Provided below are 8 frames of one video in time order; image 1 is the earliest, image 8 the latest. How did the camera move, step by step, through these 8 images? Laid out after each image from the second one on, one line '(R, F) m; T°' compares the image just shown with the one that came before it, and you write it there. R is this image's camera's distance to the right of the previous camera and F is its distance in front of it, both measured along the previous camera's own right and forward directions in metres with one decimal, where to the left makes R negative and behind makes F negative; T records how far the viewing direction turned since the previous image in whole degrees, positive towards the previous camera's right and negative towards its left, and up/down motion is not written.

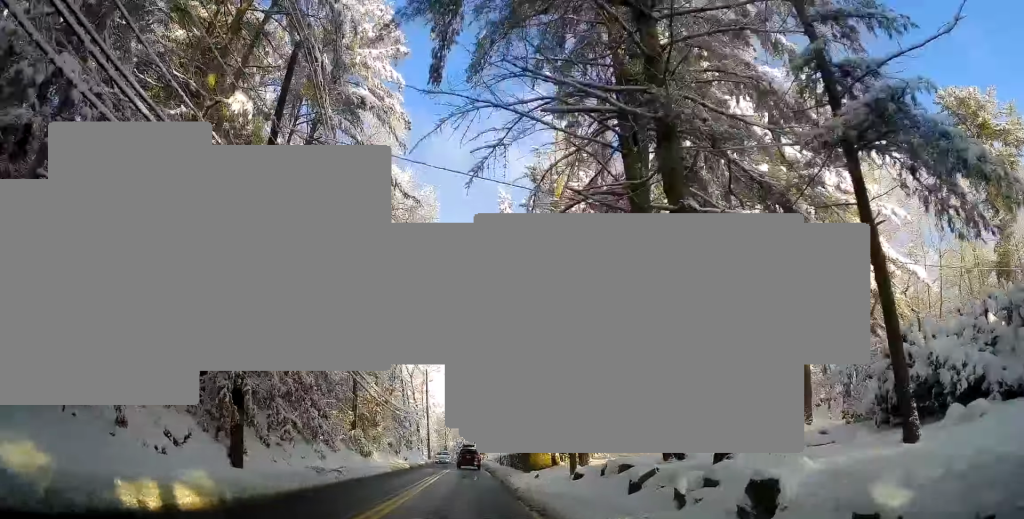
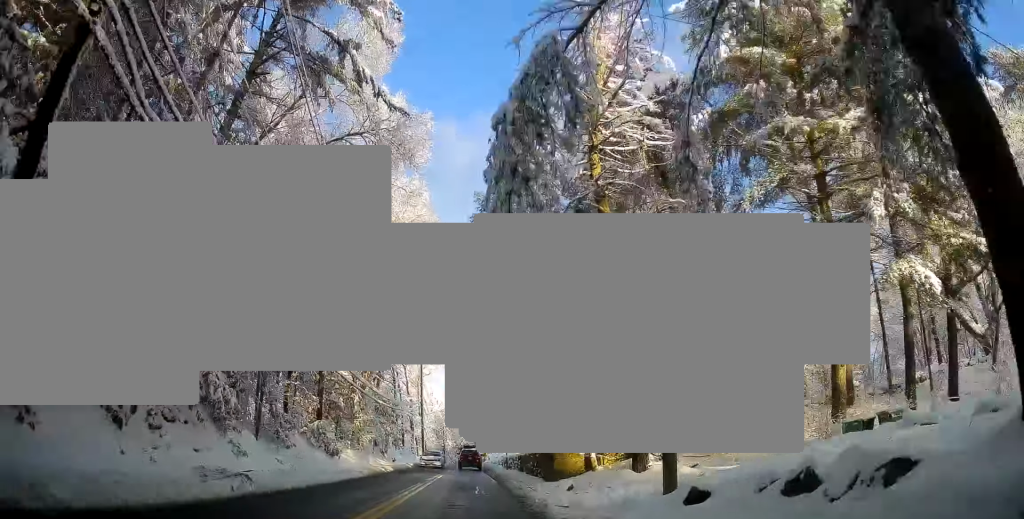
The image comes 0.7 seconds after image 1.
(0.0, +8.8) m; -1°
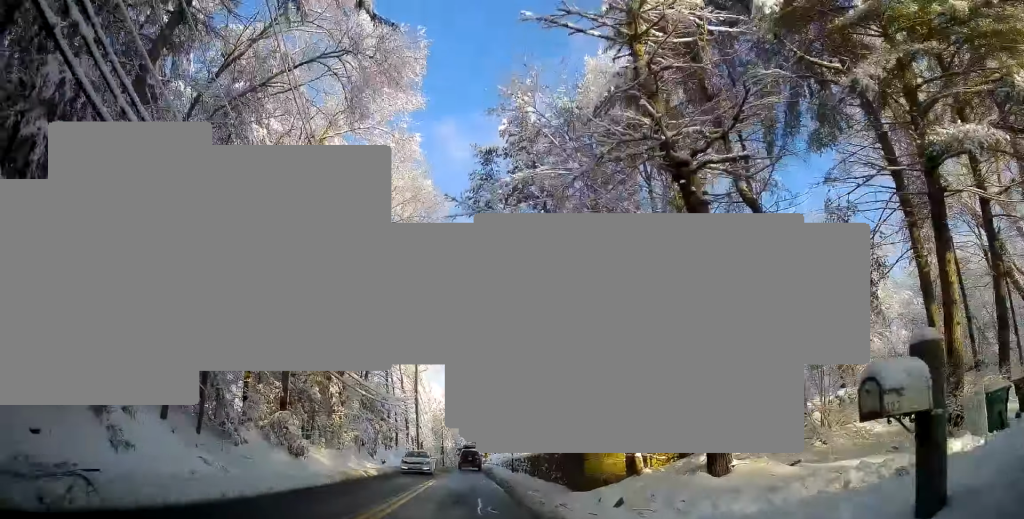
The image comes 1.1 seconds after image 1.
(0.0, +5.7) m; 0°
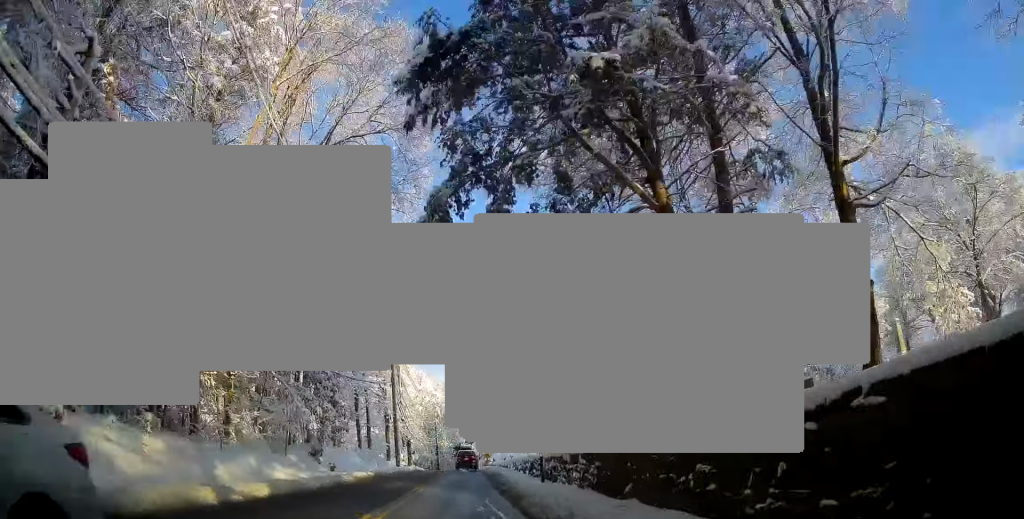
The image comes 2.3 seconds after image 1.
(-0.2, +15.6) m; -1°
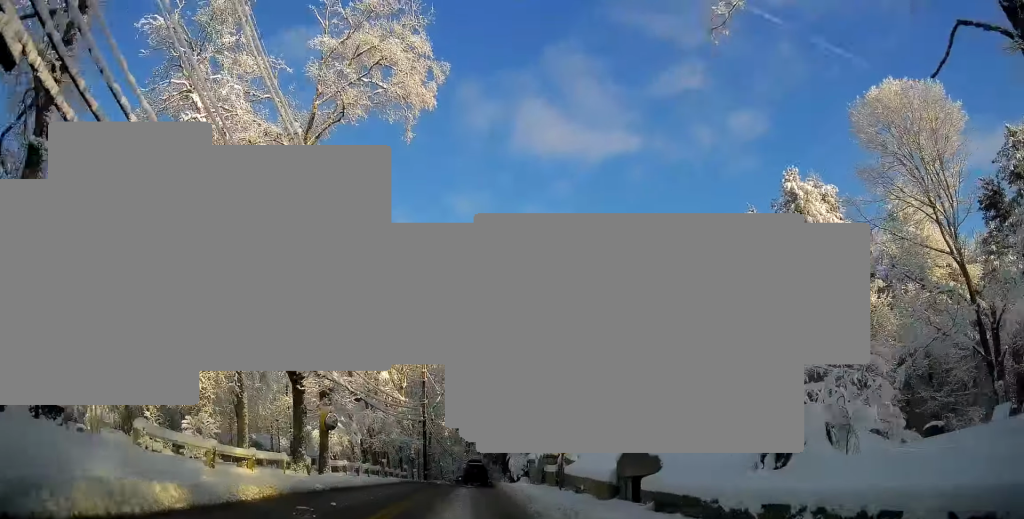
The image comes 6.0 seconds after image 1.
(+1.6, +50.0) m; +2°
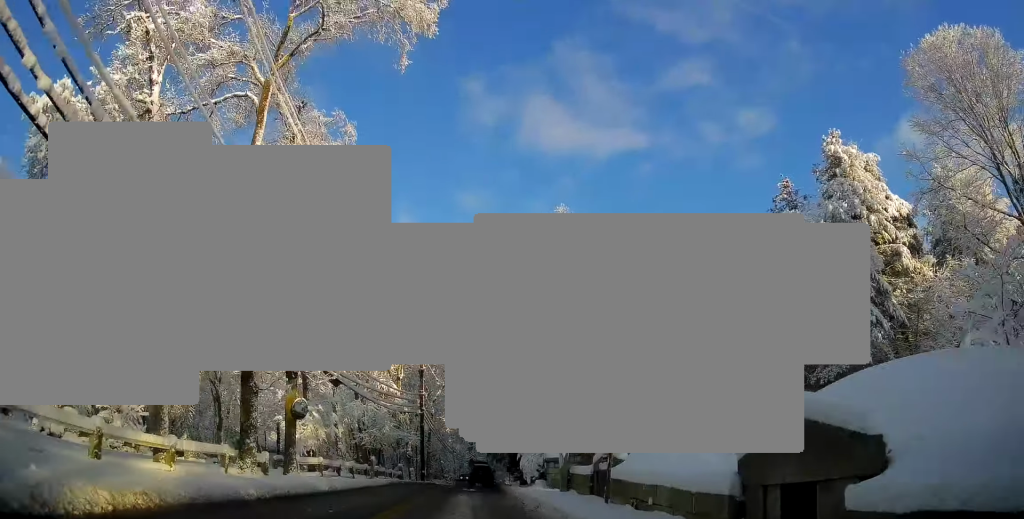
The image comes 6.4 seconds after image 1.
(+0.1, +5.7) m; -1°
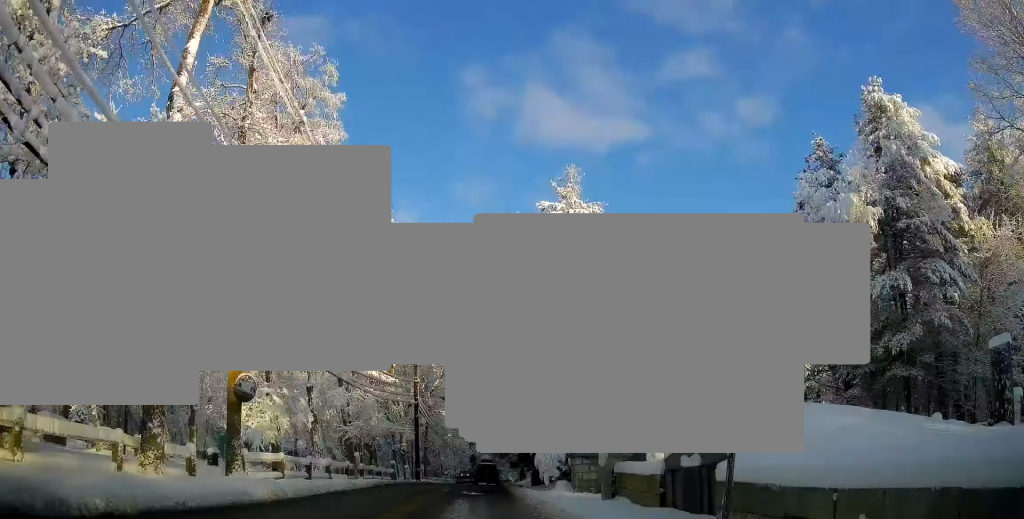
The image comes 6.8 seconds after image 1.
(-0.2, +5.7) m; -1°
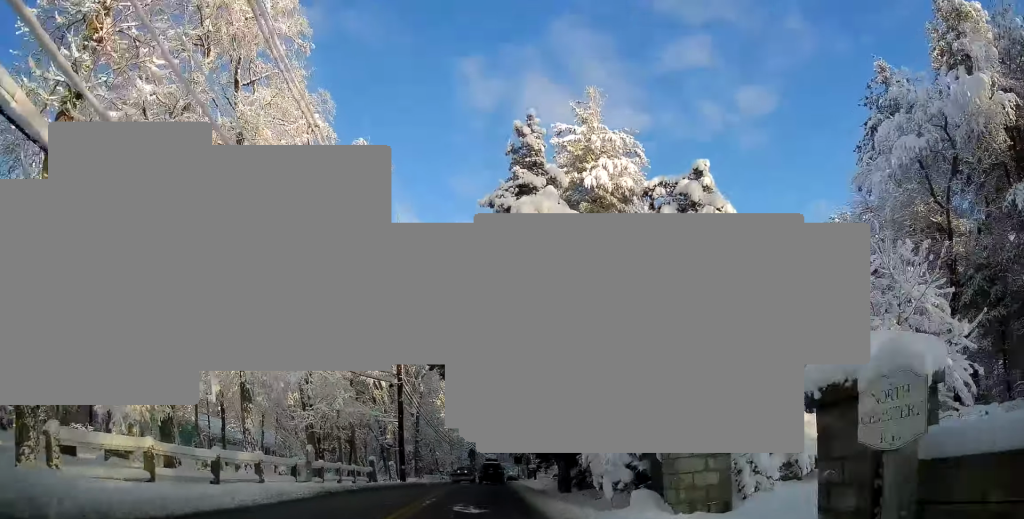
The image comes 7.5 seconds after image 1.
(-0.2, +9.3) m; -1°
